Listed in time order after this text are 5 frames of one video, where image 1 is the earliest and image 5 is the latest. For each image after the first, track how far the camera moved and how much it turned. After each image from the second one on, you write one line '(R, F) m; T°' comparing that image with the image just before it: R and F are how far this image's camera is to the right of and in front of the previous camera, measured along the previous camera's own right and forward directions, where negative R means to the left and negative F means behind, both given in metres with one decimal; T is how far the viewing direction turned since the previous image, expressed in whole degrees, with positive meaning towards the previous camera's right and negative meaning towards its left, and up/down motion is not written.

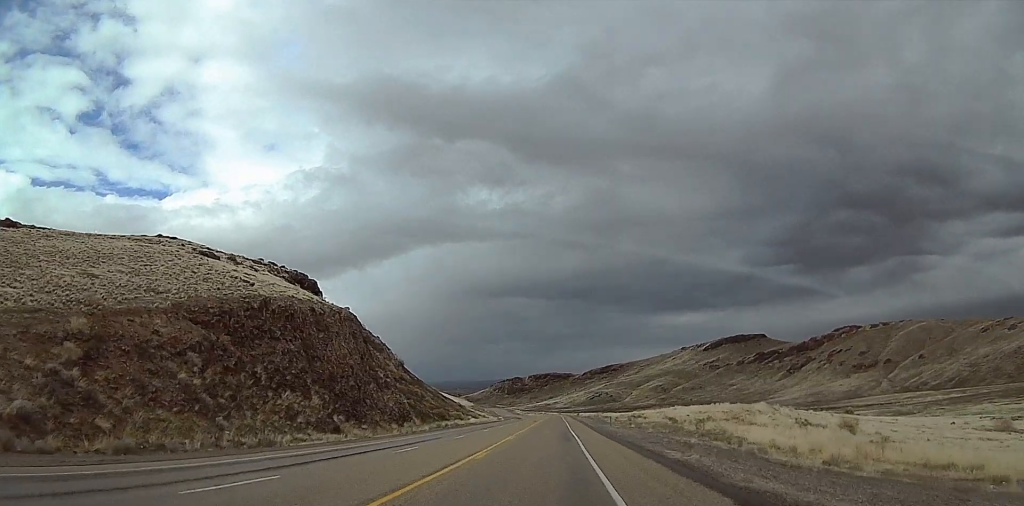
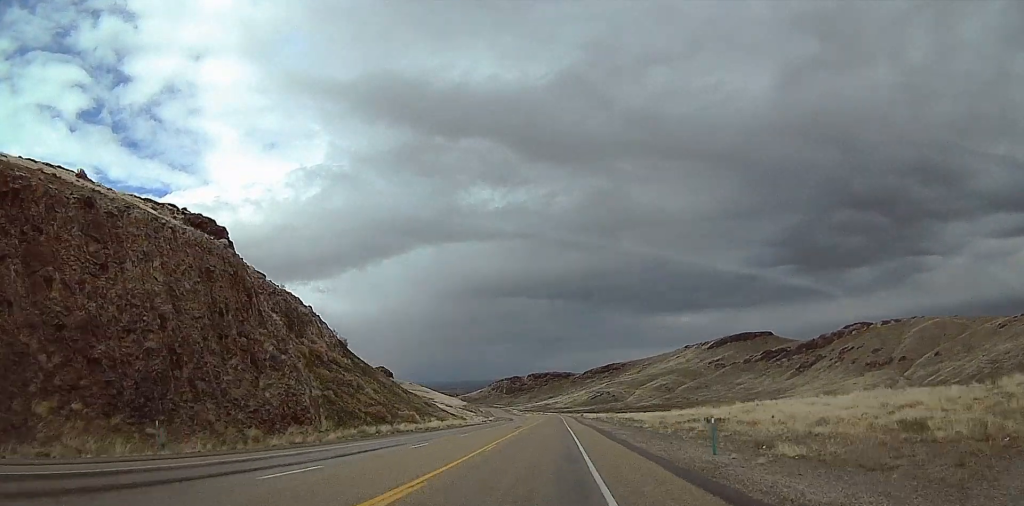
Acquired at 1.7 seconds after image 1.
(-0.7, +42.1) m; -2°
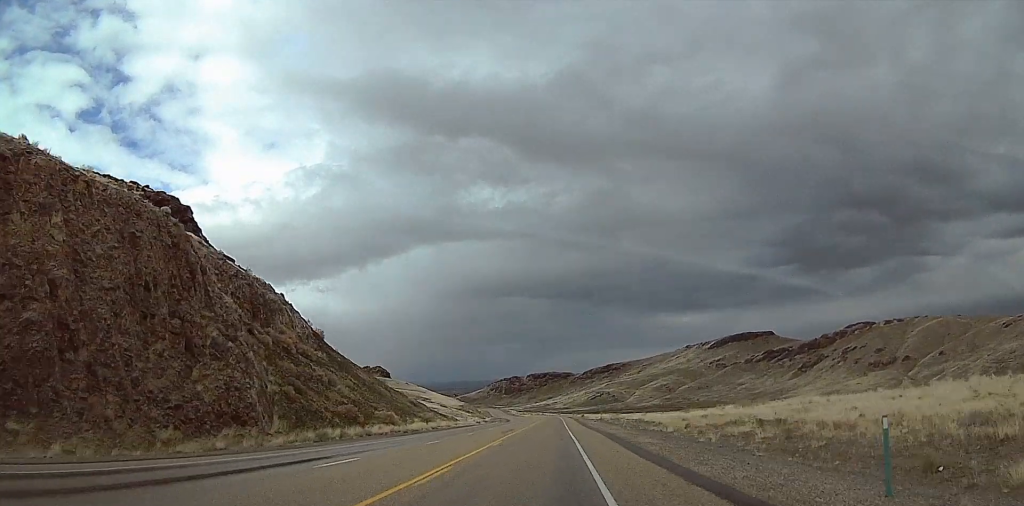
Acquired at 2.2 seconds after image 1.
(-0.1, +11.5) m; 0°
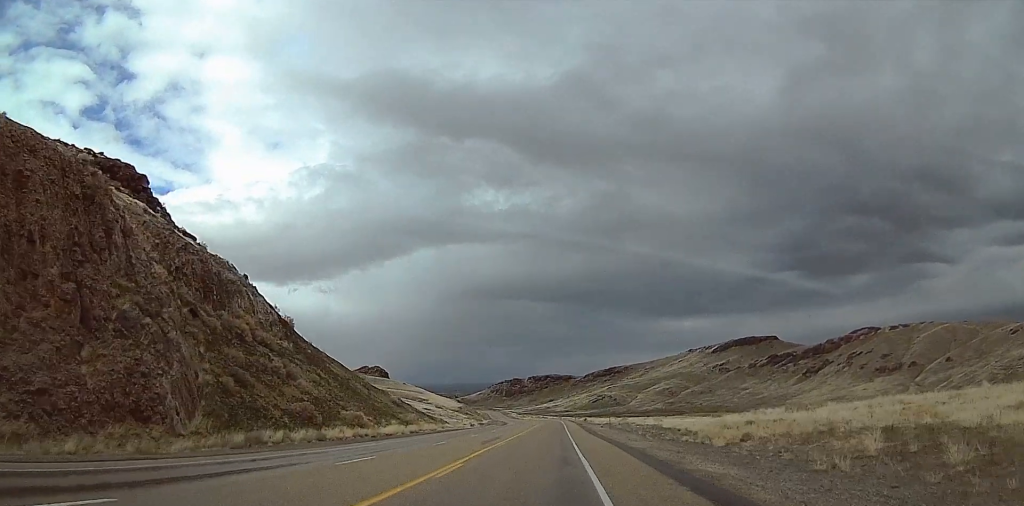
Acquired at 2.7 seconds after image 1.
(0.0, +13.1) m; +1°
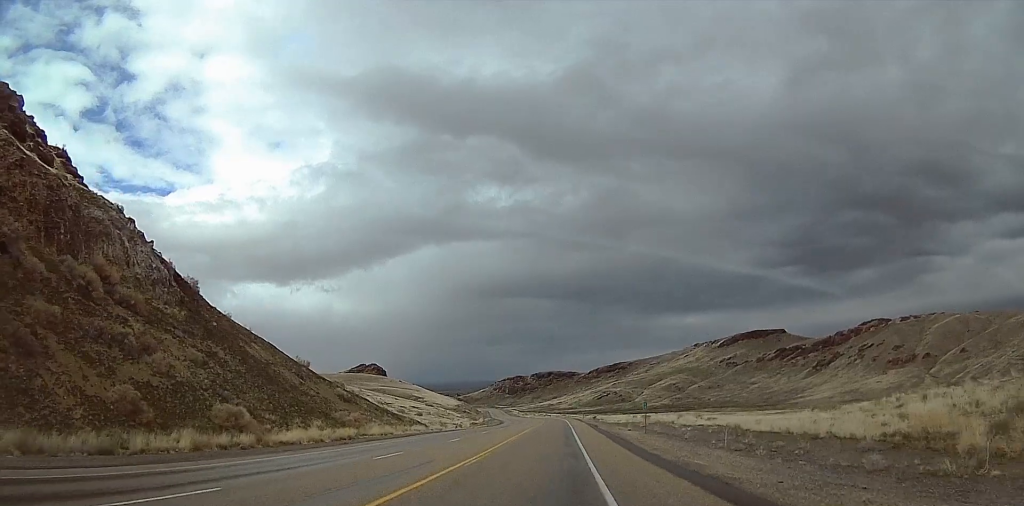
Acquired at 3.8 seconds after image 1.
(+0.4, +27.0) m; +1°
